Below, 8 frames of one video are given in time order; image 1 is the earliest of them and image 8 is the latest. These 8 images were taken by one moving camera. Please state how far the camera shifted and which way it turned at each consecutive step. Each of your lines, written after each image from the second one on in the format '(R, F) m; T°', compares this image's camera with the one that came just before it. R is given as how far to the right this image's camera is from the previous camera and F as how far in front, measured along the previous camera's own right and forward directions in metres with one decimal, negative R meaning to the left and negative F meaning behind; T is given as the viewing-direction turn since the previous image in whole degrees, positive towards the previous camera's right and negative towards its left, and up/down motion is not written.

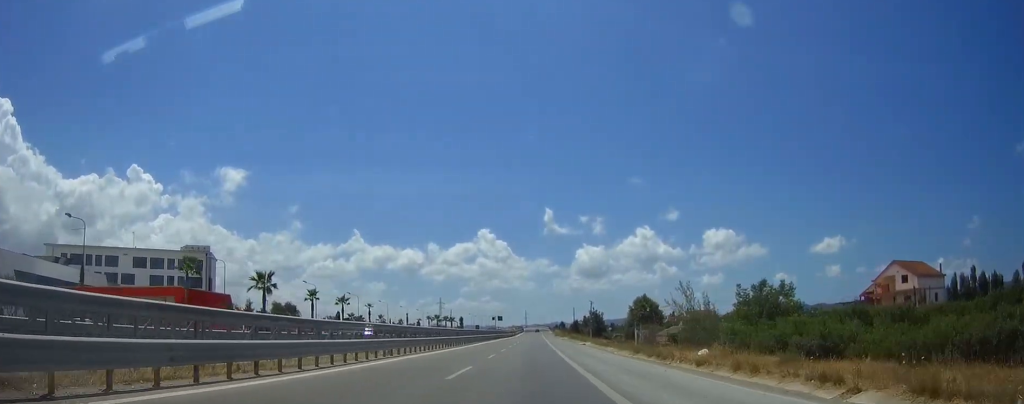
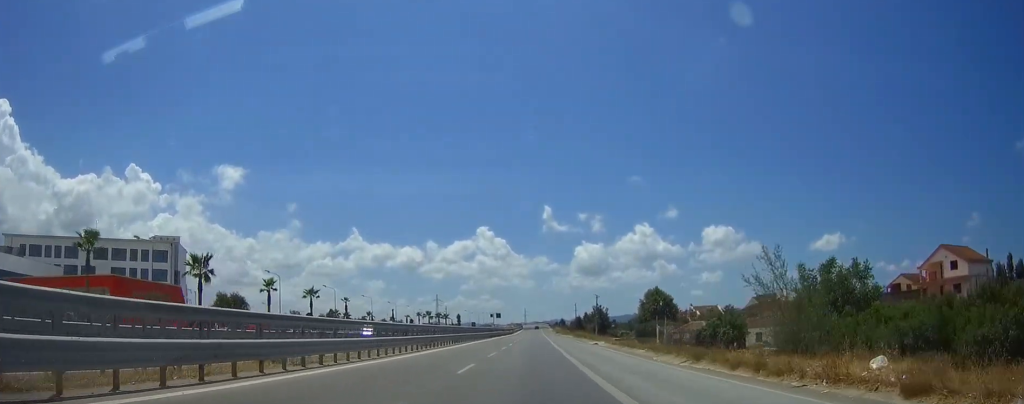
(0.0, +13.4) m; 0°
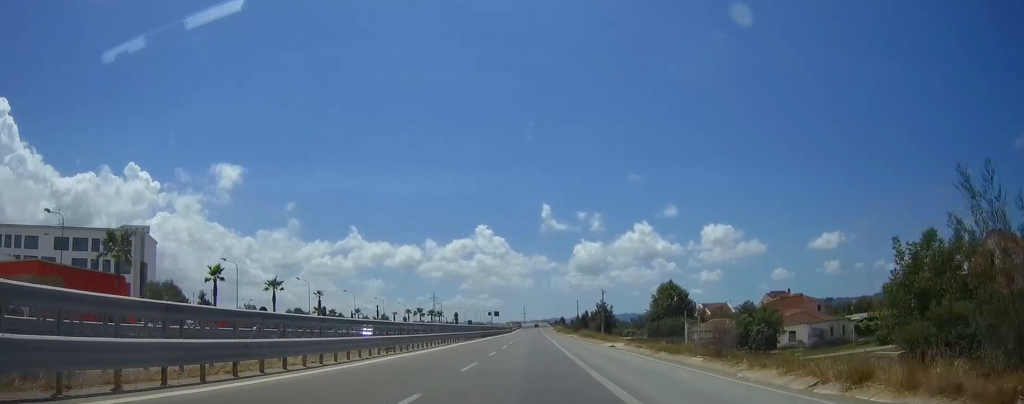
(0.0, +11.2) m; 0°
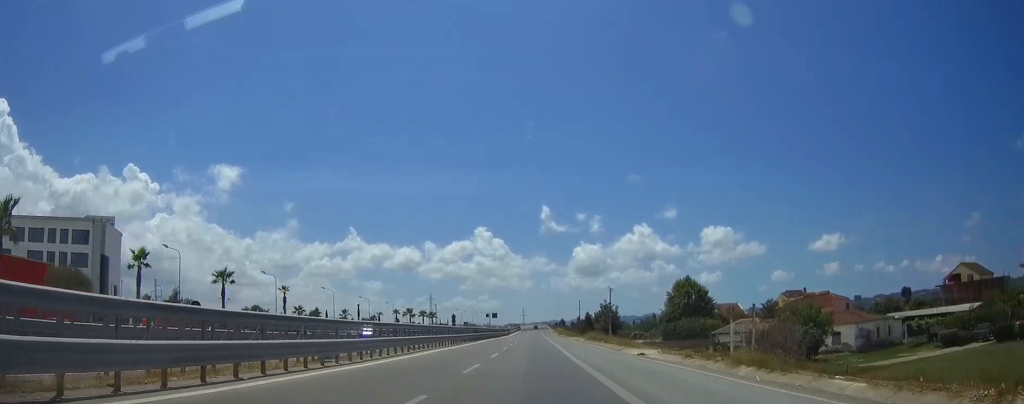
(0.0, +12.2) m; 0°
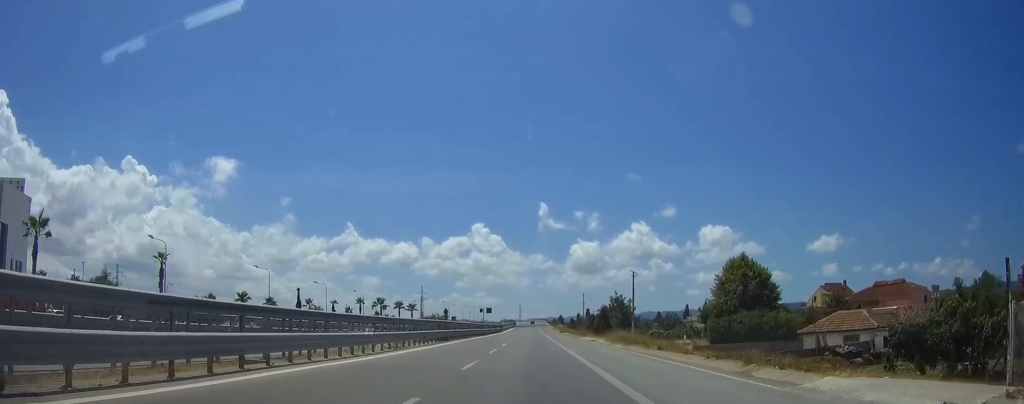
(+0.1, +27.7) m; 0°
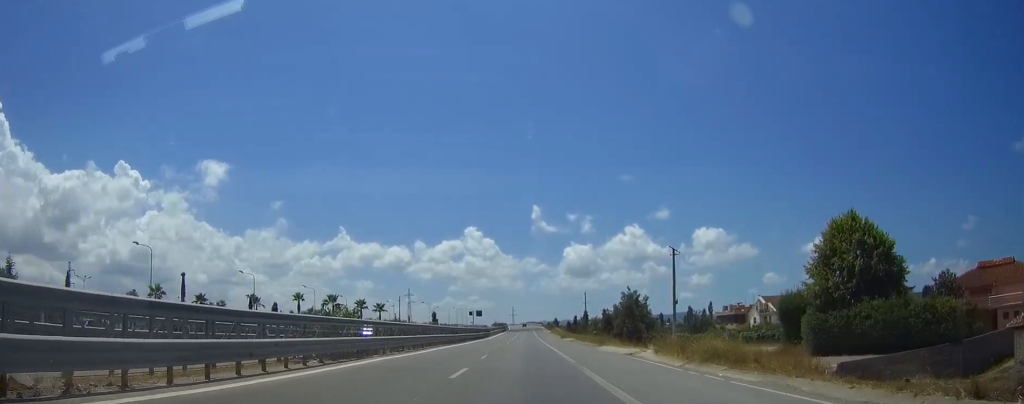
(0.0, +28.5) m; 0°
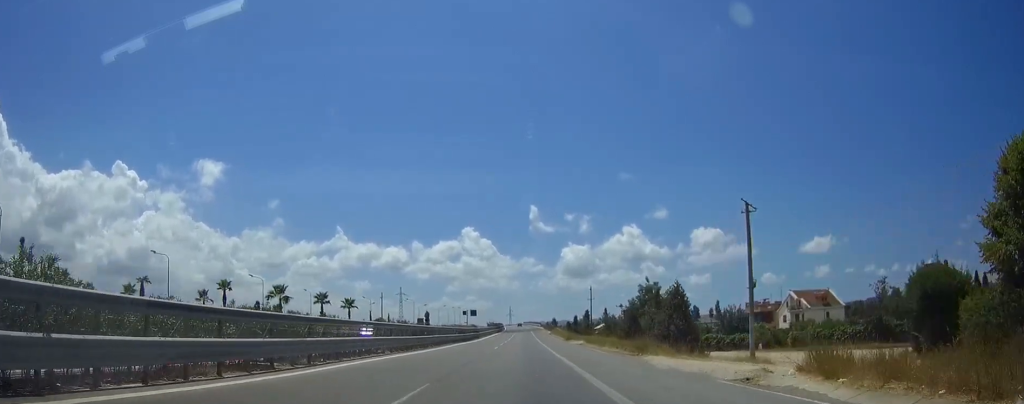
(+0.1, +21.7) m; 0°
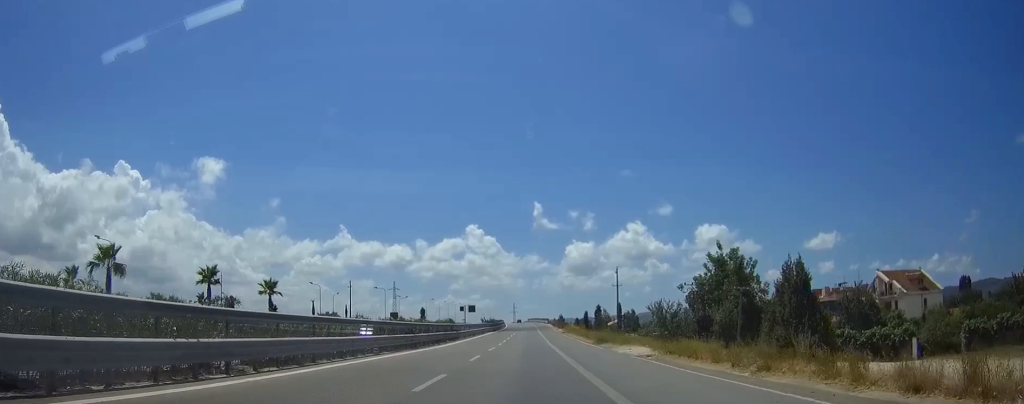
(+0.1, +36.9) m; 0°
